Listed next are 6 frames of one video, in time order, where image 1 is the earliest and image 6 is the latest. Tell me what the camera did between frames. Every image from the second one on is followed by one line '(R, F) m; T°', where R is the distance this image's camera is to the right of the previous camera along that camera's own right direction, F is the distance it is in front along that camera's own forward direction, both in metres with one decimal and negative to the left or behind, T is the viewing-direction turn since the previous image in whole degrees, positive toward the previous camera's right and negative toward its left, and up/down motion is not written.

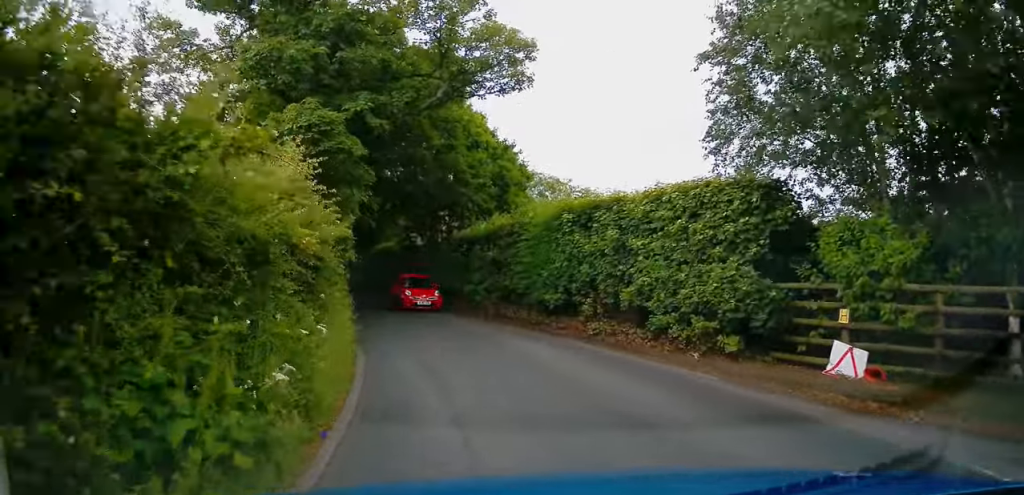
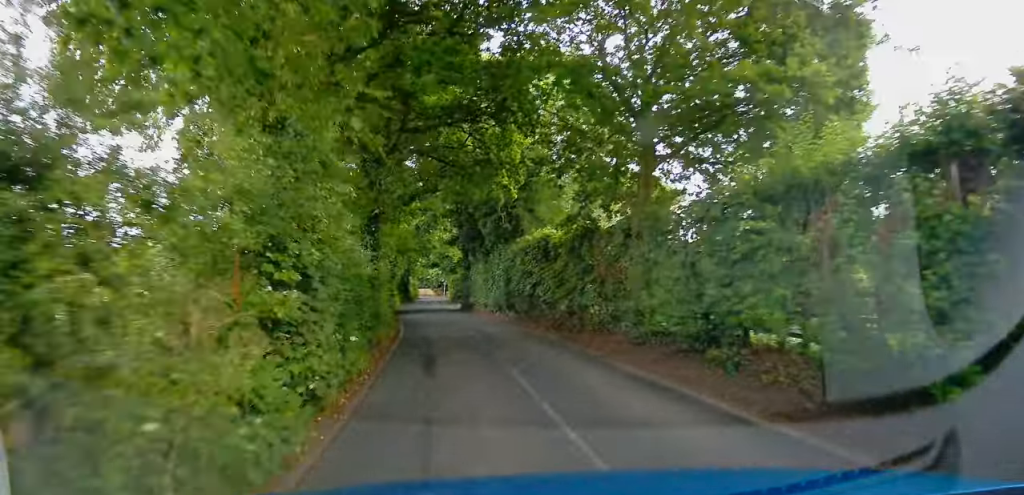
(-3.5, +17.7) m; -18°
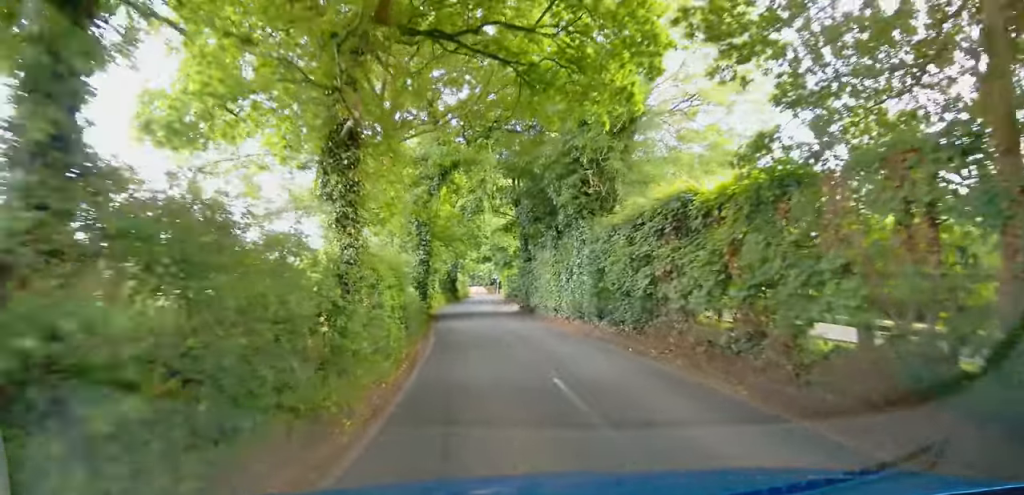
(0.0, +9.2) m; -2°
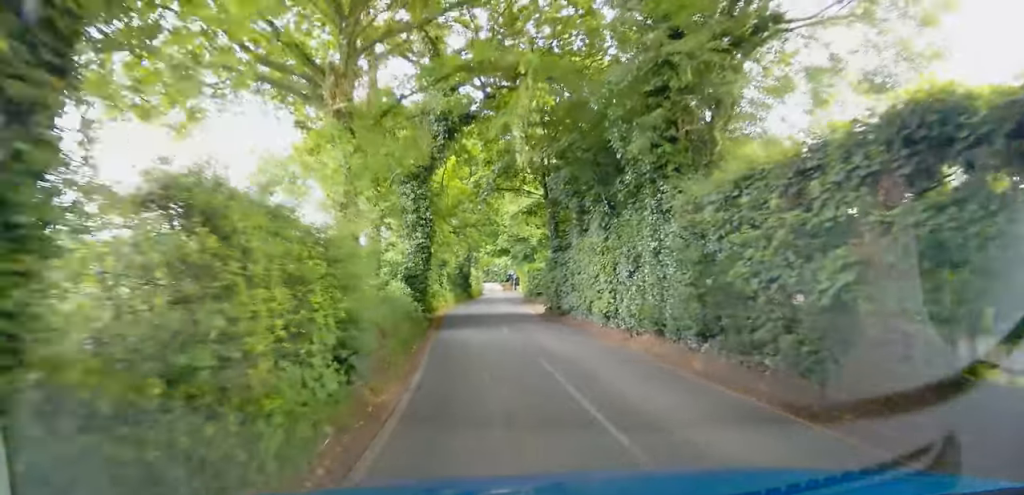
(-0.2, +6.9) m; -3°
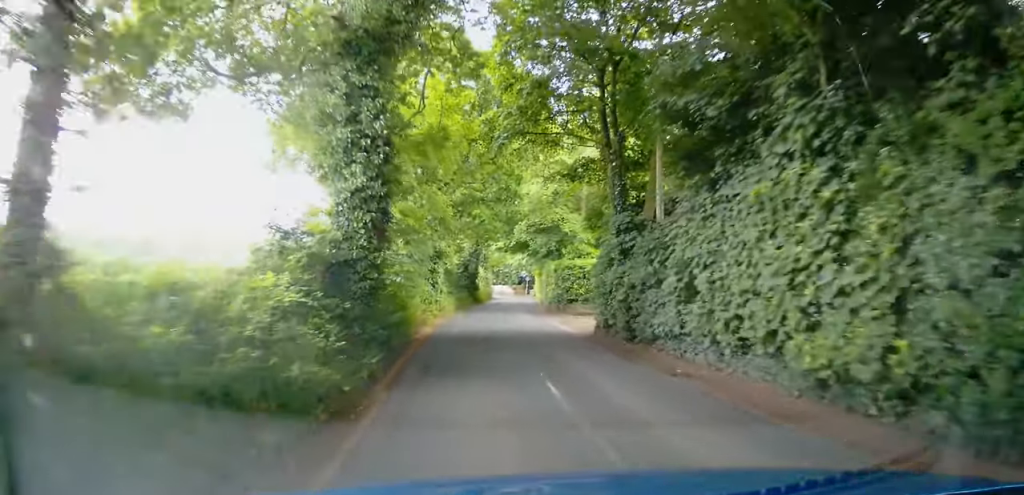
(-0.4, +10.3) m; -3°
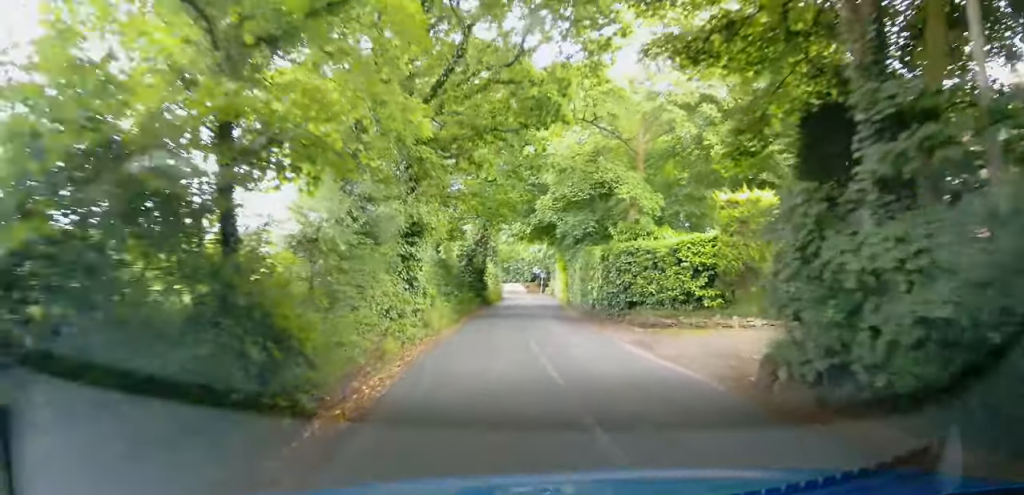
(-0.1, +9.6) m; 0°
